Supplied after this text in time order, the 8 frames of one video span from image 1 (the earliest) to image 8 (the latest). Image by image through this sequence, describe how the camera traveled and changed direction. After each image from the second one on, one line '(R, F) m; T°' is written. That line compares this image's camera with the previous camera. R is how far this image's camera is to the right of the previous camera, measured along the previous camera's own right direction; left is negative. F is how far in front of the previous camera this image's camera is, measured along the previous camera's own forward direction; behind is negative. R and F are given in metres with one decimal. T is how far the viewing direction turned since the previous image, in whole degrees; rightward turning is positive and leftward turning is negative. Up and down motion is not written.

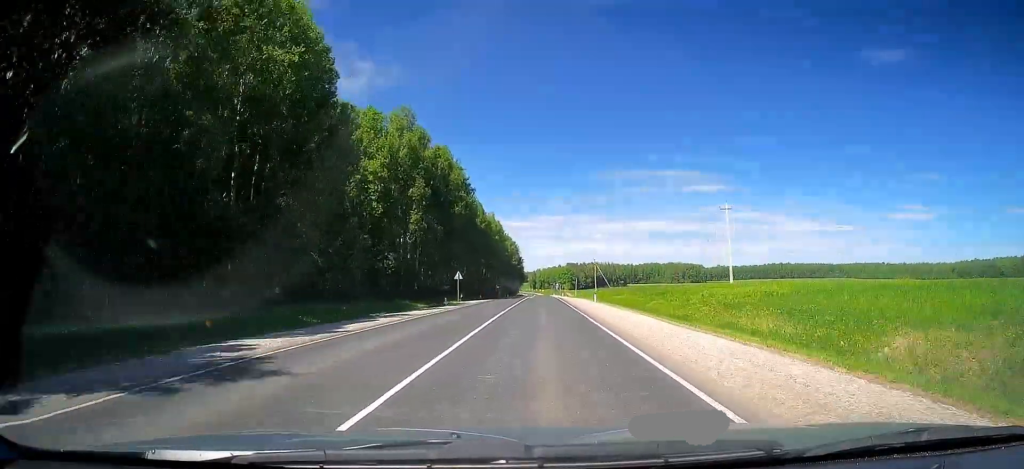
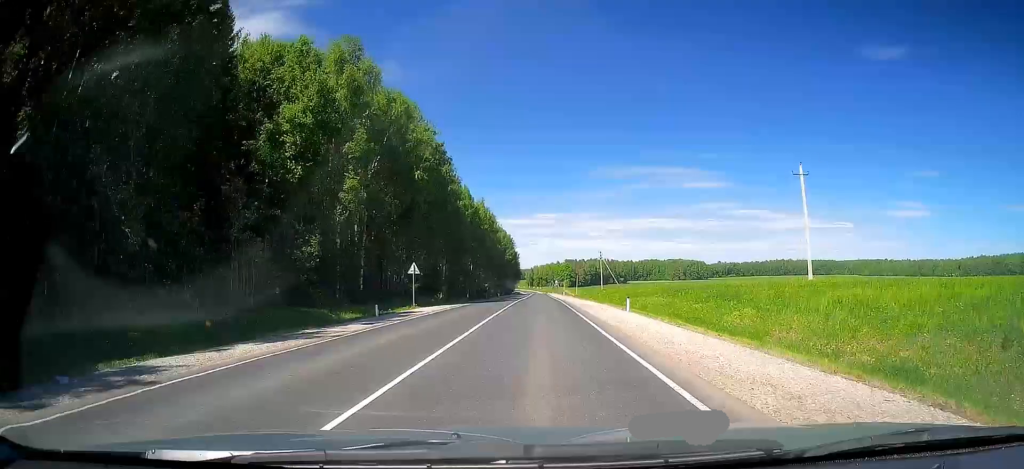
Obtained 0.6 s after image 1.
(+0.1, +19.1) m; 0°
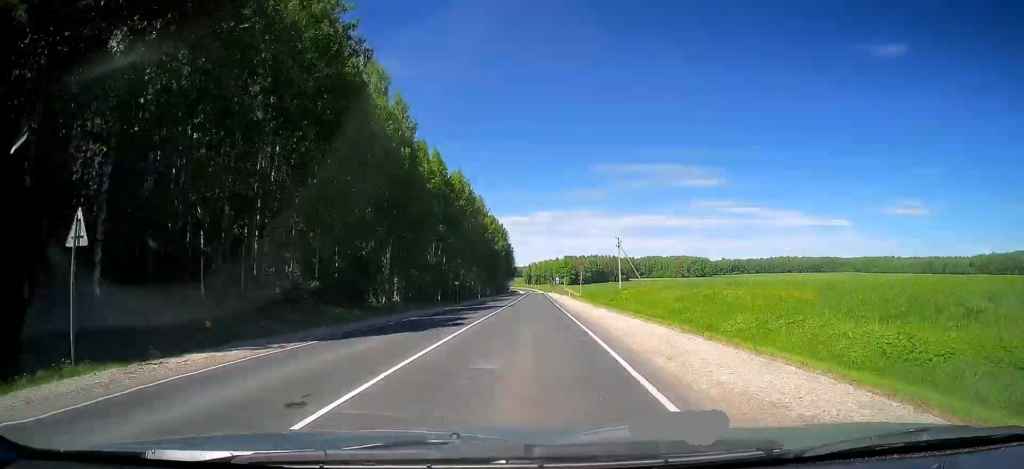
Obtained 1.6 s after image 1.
(0.0, +30.1) m; 0°
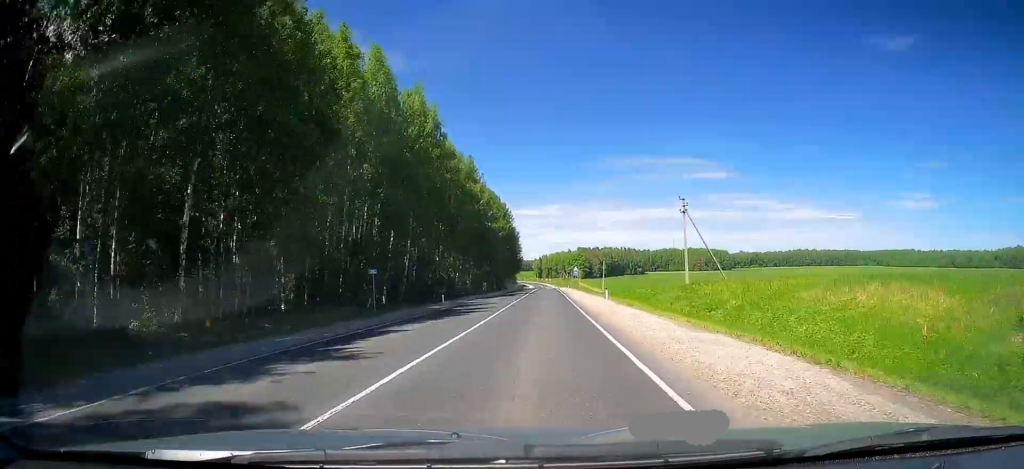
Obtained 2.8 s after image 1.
(-0.3, +35.2) m; -1°
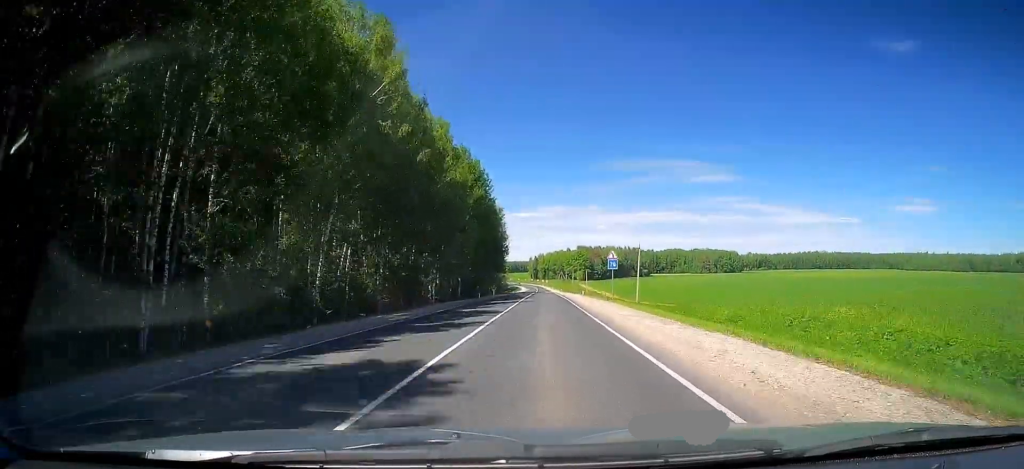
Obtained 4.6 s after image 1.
(-0.3, +53.6) m; 0°
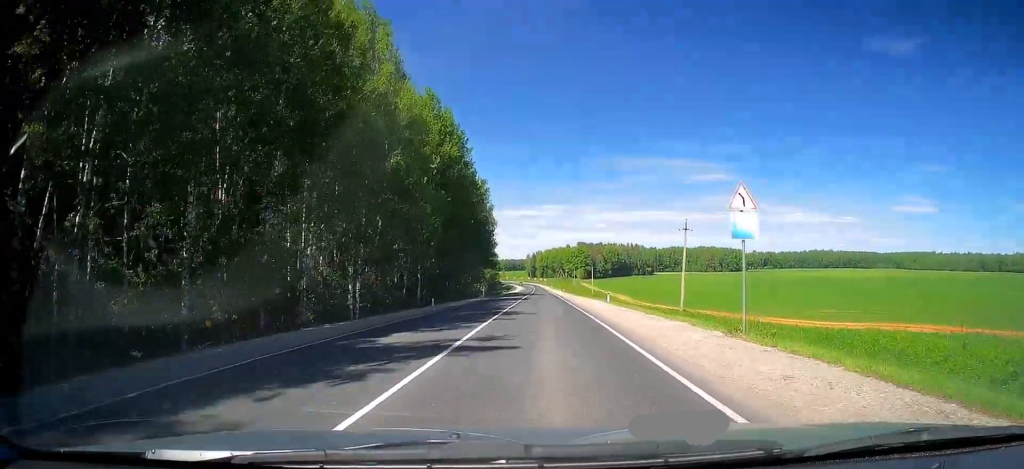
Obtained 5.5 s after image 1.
(+0.3, +27.3) m; 0°
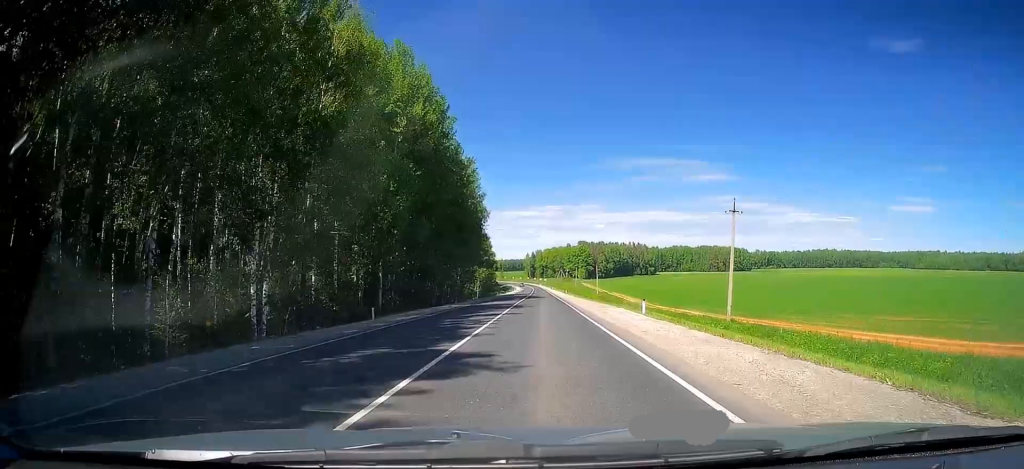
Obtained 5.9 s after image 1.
(0.0, +14.2) m; 0°
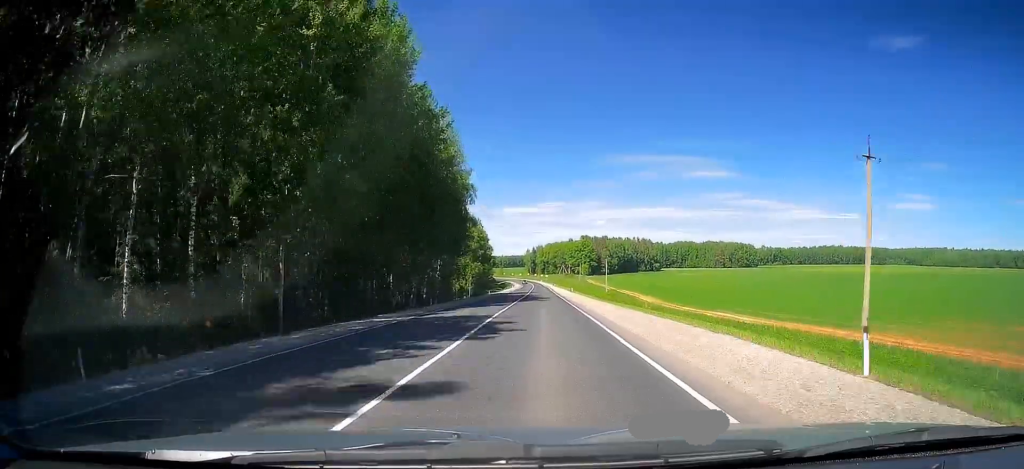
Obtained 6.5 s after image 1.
(-0.2, +18.3) m; 0°
